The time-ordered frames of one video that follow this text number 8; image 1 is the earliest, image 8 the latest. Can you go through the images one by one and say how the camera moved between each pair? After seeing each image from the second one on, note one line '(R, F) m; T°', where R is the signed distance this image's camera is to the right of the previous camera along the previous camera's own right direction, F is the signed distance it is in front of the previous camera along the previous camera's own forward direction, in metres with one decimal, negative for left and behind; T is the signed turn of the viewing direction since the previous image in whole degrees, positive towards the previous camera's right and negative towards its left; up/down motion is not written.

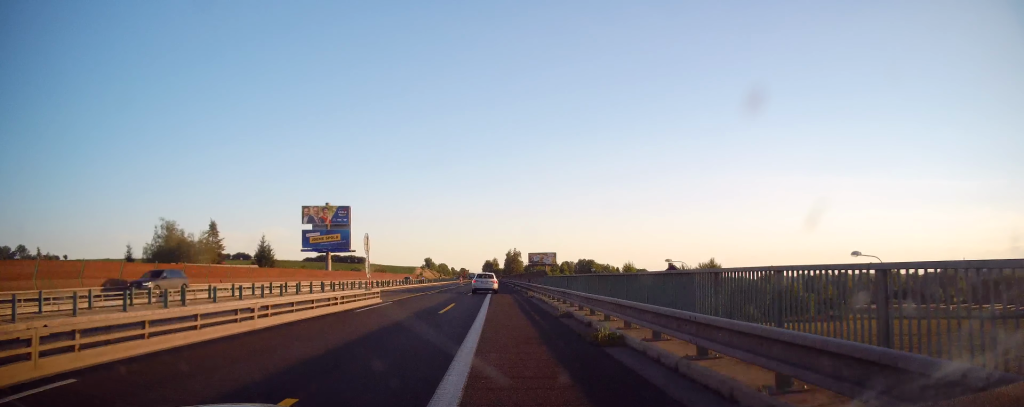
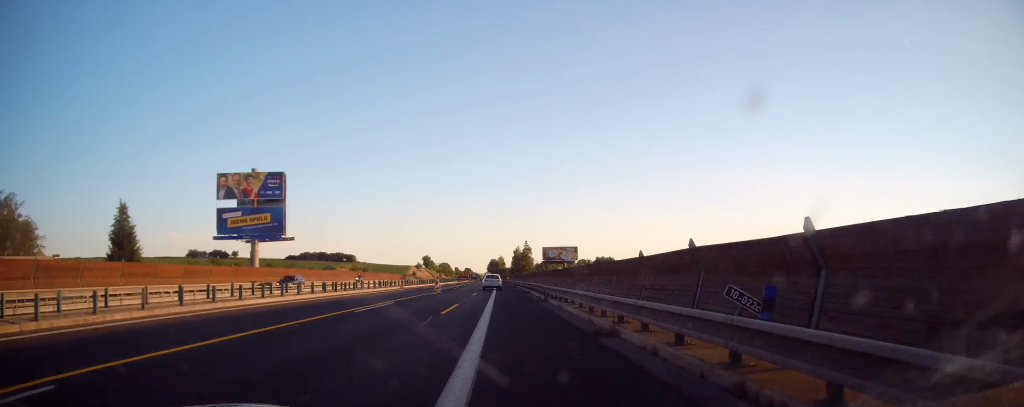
(+0.1, +36.5) m; -1°
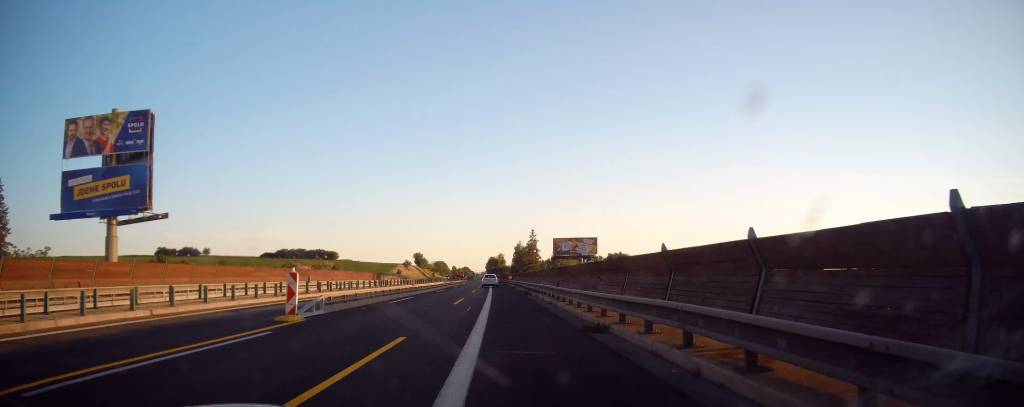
(-0.5, +30.4) m; -1°
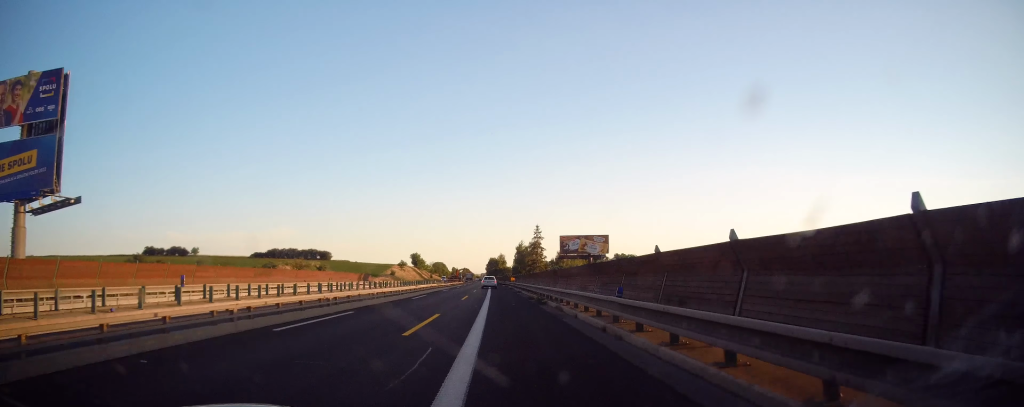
(+0.2, +11.6) m; 0°
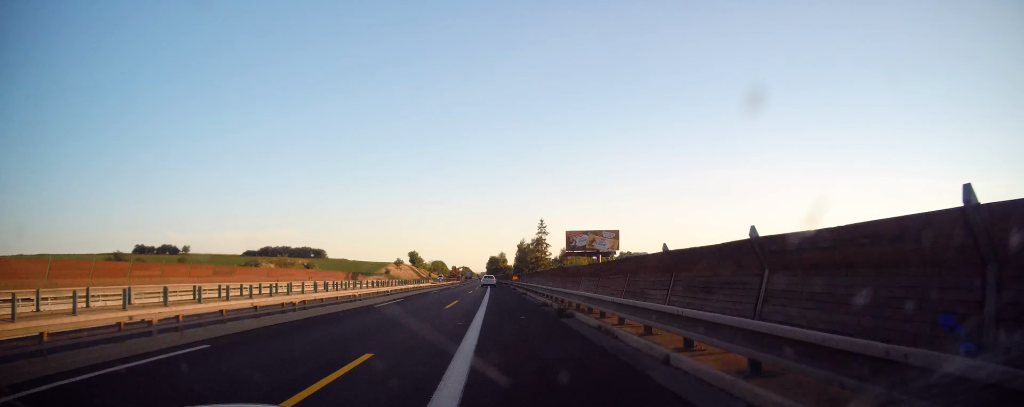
(+0.1, +8.7) m; 0°
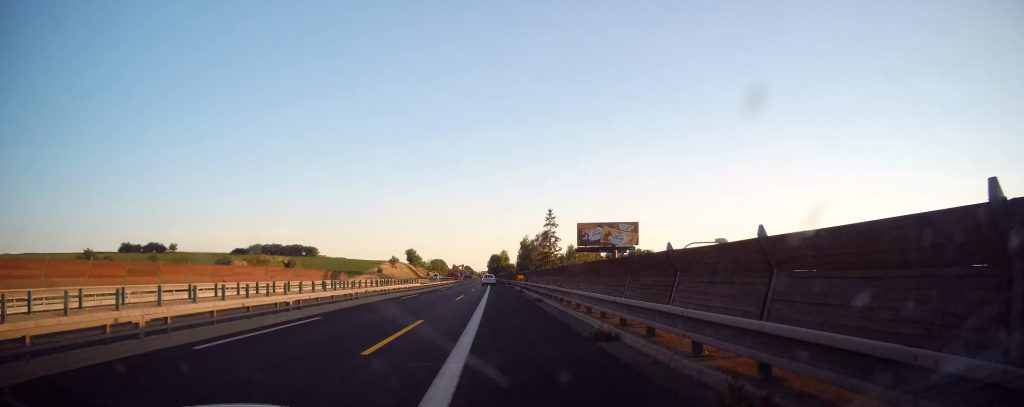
(-0.2, +12.3) m; 0°
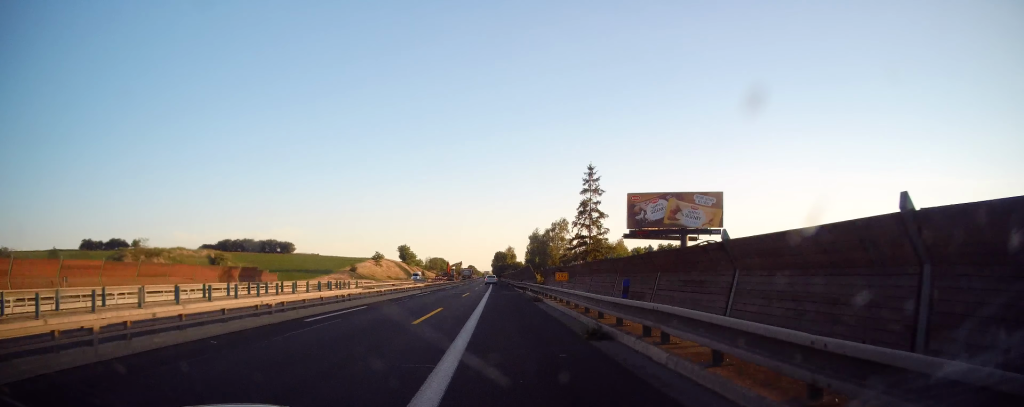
(+0.1, +31.0) m; -1°
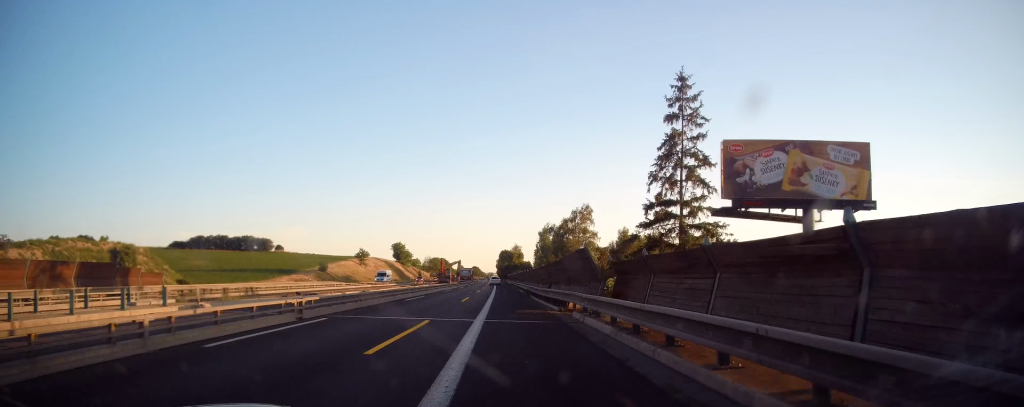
(-0.5, +23.3) m; -1°
